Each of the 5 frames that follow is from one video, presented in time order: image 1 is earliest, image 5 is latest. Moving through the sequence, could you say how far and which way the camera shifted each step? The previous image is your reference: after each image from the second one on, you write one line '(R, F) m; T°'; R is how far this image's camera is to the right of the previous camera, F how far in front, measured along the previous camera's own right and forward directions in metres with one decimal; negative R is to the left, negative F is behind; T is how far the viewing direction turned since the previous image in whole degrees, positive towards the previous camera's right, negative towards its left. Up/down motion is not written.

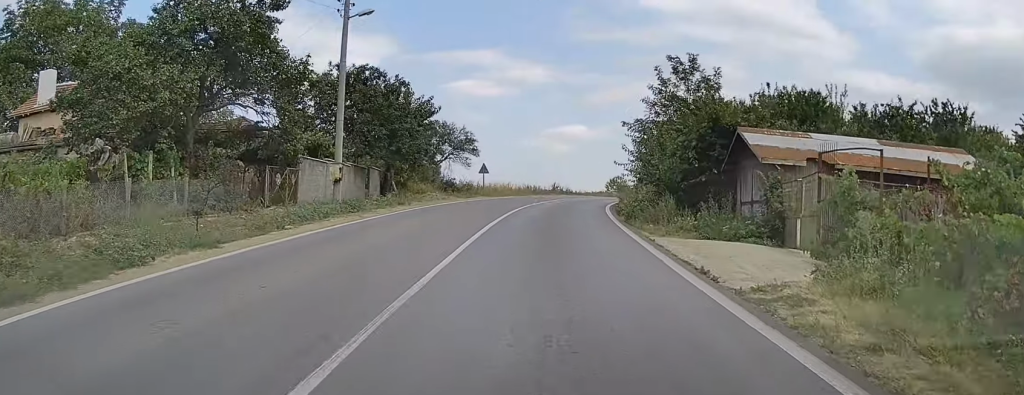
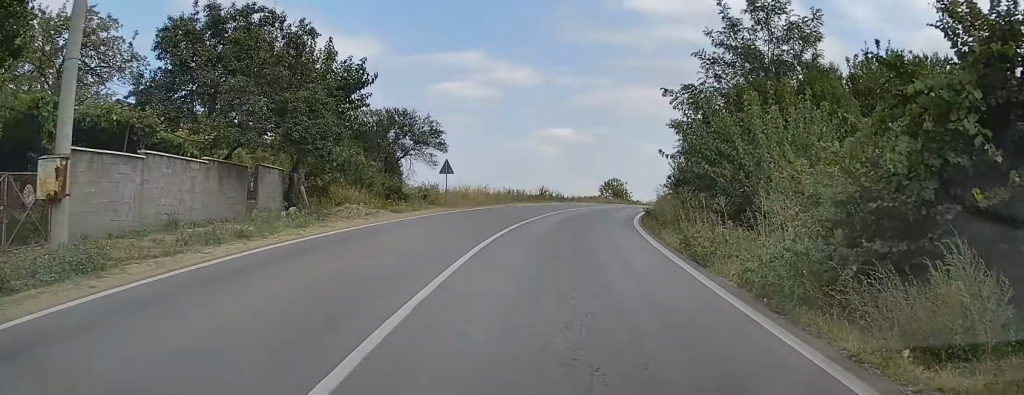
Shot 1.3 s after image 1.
(+0.3, +14.6) m; +2°
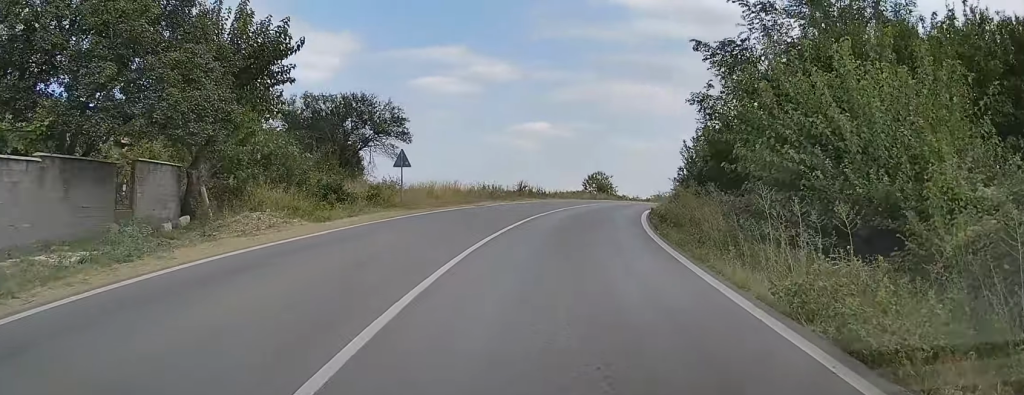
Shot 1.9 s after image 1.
(0.0, +7.1) m; +2°
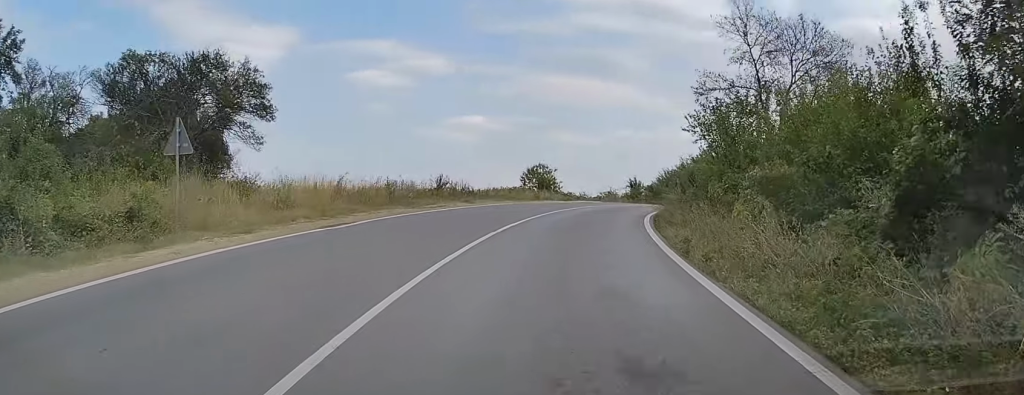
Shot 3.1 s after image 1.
(+0.7, +15.3) m; +5°
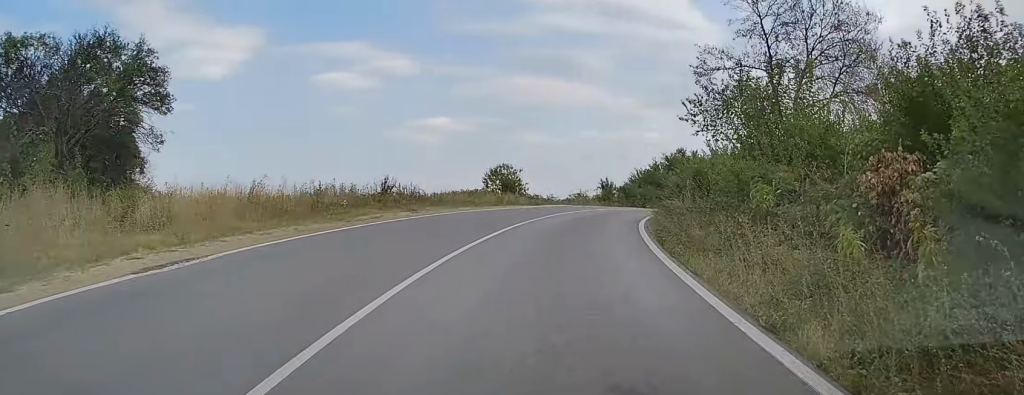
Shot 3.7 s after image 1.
(+0.1, +6.5) m; +2°
